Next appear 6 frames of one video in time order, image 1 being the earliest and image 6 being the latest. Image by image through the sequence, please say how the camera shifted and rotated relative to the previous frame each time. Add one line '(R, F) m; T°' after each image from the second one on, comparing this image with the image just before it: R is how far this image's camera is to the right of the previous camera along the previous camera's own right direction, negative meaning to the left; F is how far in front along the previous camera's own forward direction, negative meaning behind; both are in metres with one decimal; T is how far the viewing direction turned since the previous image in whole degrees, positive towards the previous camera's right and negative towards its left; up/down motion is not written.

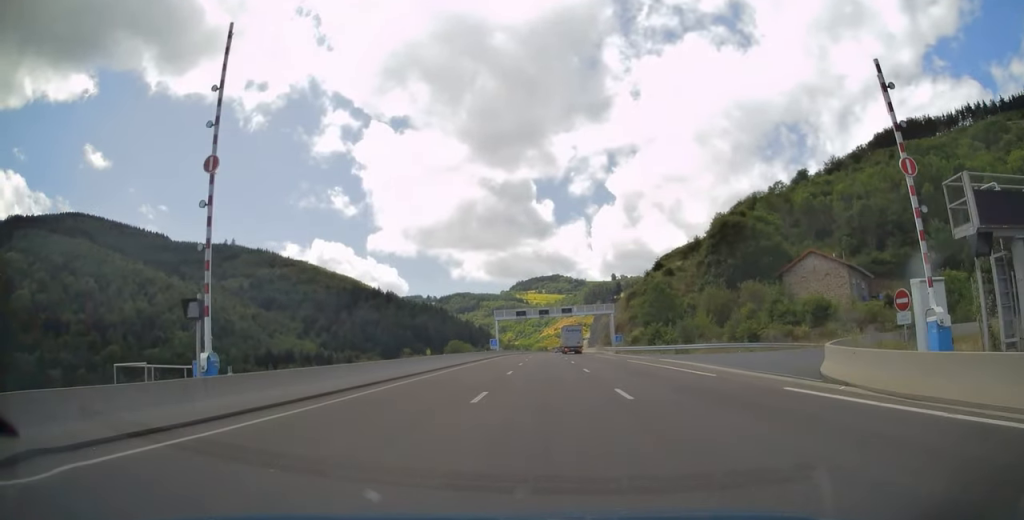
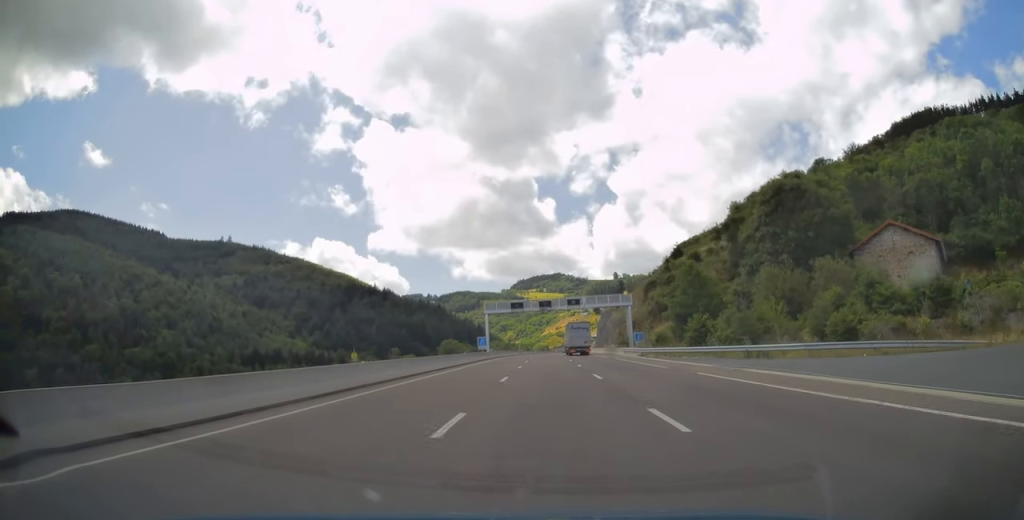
(+0.3, +18.2) m; -1°
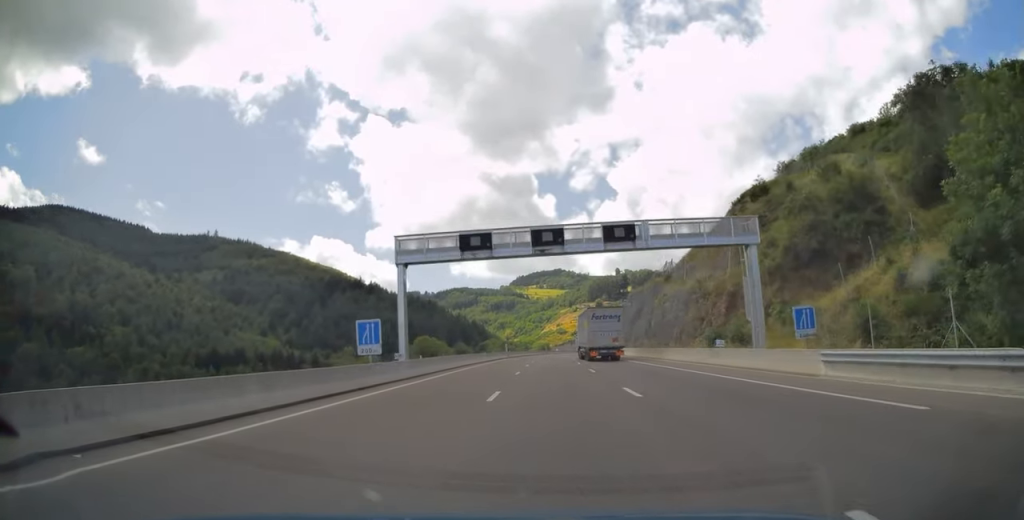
(-0.8, +46.4) m; 0°
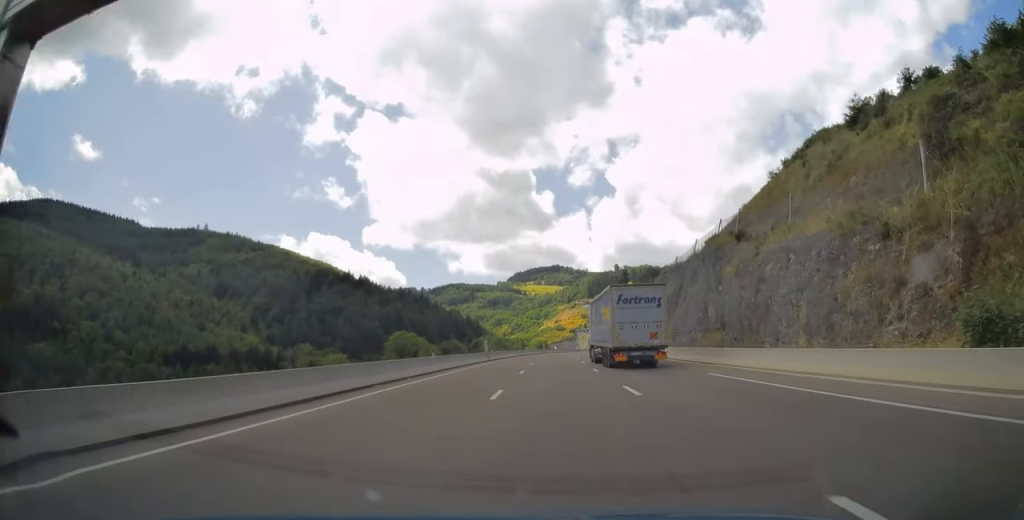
(+0.2, +25.5) m; 0°
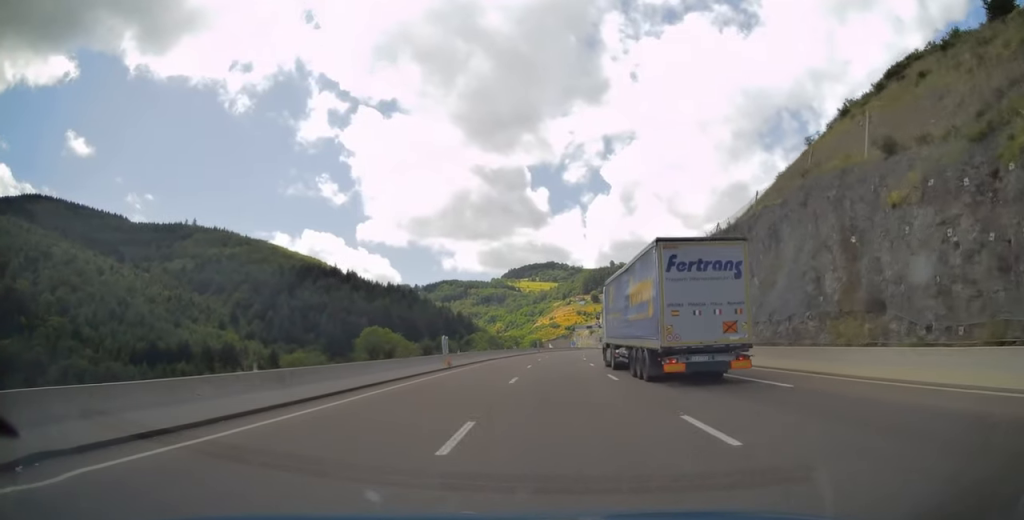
(0.0, +20.3) m; 0°
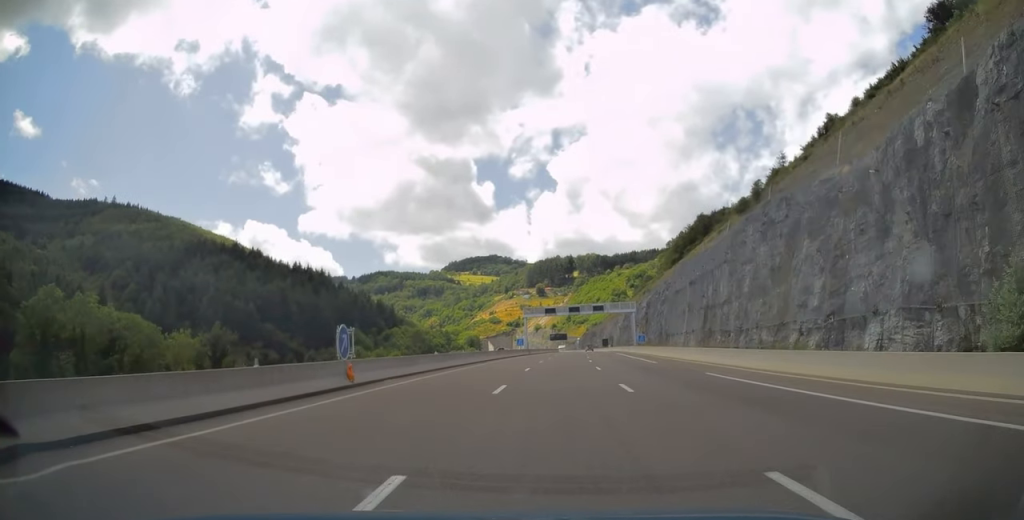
(+3.6, +82.4) m; +6°
